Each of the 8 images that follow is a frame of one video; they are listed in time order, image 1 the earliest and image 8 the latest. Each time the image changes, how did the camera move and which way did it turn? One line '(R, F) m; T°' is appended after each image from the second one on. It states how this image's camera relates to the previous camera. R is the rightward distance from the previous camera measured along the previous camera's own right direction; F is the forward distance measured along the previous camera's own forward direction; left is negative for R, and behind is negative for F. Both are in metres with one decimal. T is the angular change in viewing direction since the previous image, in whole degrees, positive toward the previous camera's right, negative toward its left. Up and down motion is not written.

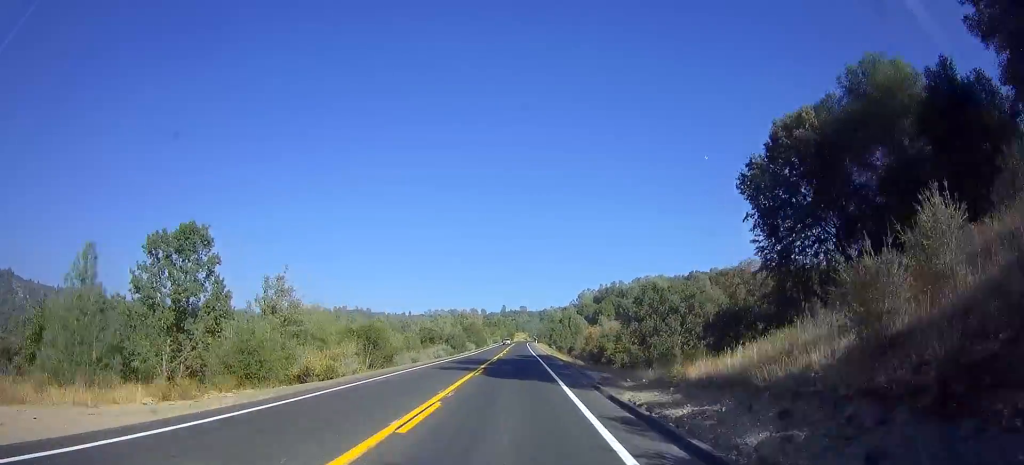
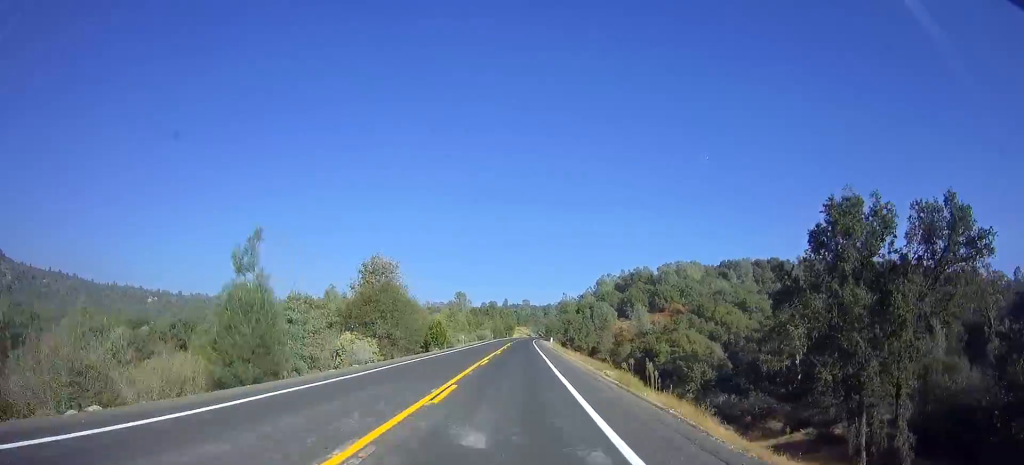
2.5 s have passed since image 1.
(+0.1, +67.3) m; 0°
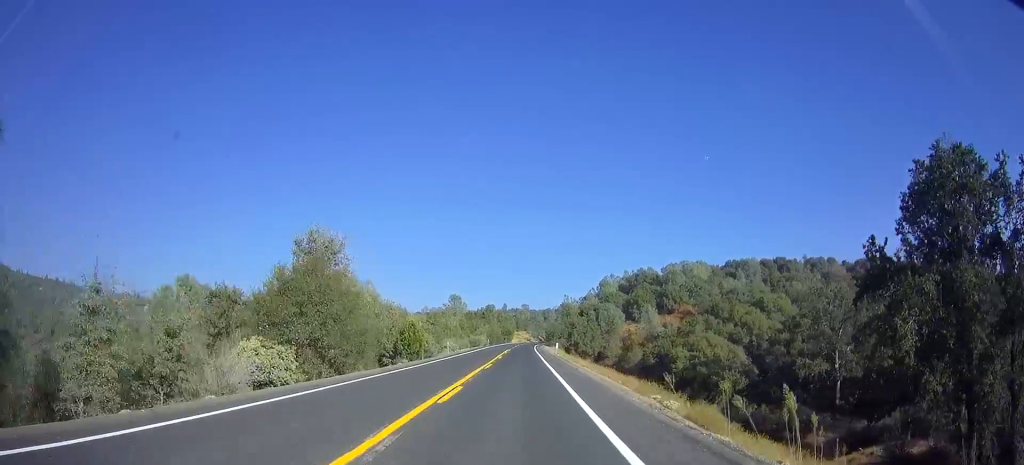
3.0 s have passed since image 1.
(0.0, +13.2) m; 0°
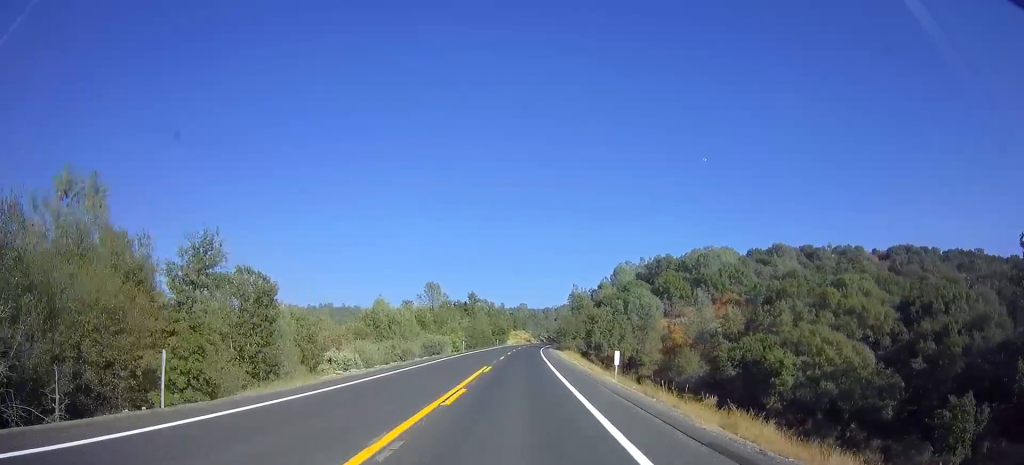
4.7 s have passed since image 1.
(0.0, +43.1) m; 0°
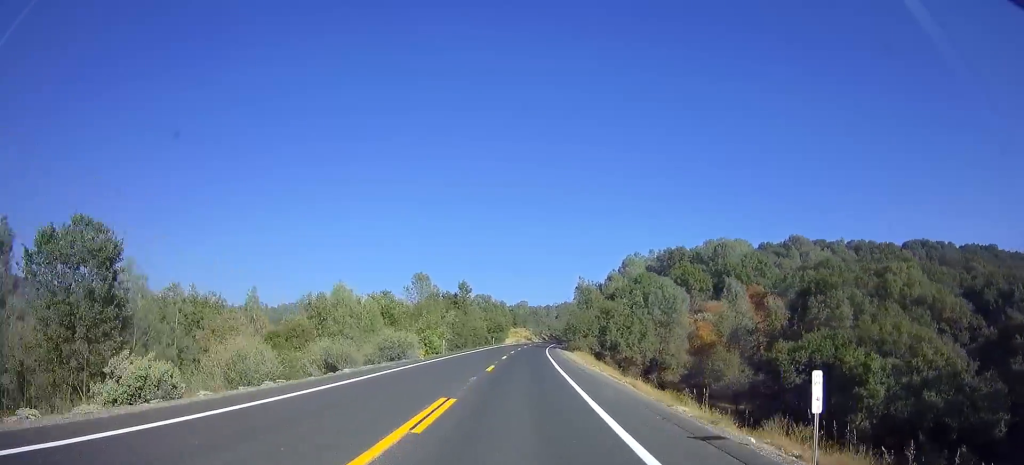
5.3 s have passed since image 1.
(+0.1, +16.7) m; 0°
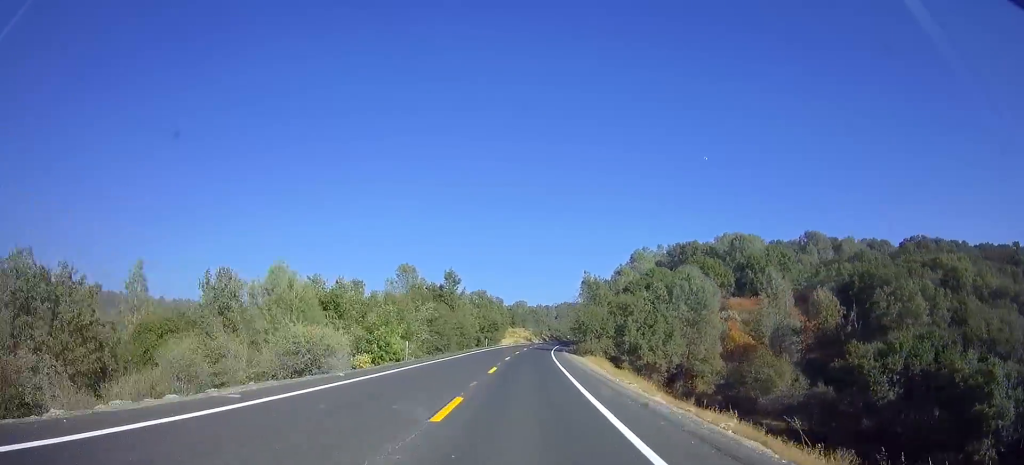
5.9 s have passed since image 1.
(0.0, +15.0) m; 0°
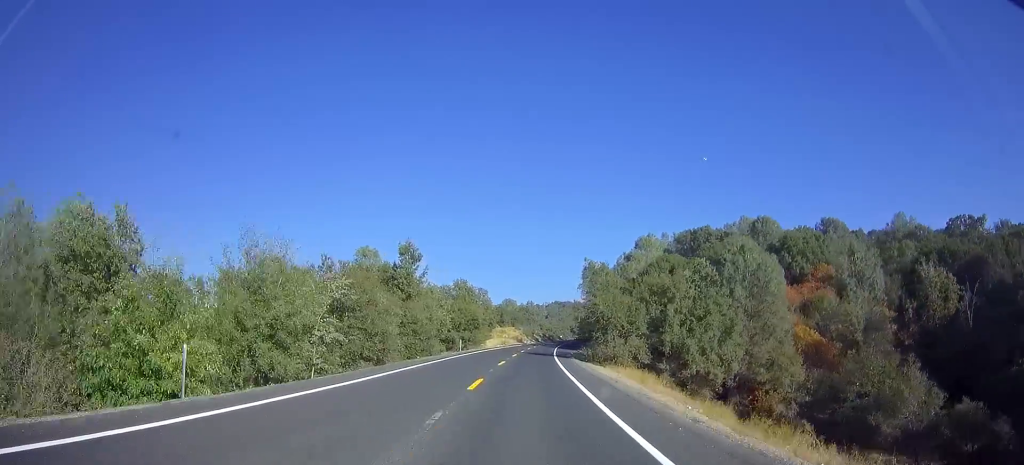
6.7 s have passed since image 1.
(0.0, +22.0) m; +1°
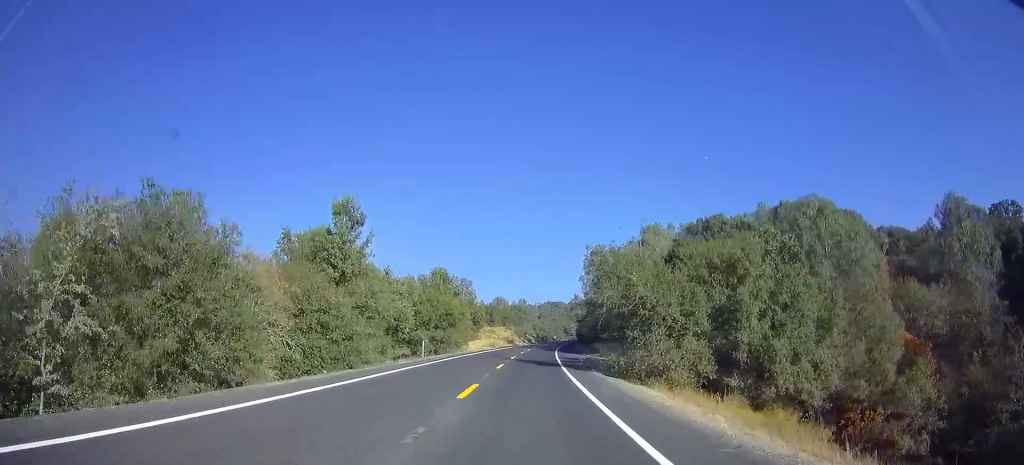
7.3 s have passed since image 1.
(+0.2, +16.9) m; +1°
